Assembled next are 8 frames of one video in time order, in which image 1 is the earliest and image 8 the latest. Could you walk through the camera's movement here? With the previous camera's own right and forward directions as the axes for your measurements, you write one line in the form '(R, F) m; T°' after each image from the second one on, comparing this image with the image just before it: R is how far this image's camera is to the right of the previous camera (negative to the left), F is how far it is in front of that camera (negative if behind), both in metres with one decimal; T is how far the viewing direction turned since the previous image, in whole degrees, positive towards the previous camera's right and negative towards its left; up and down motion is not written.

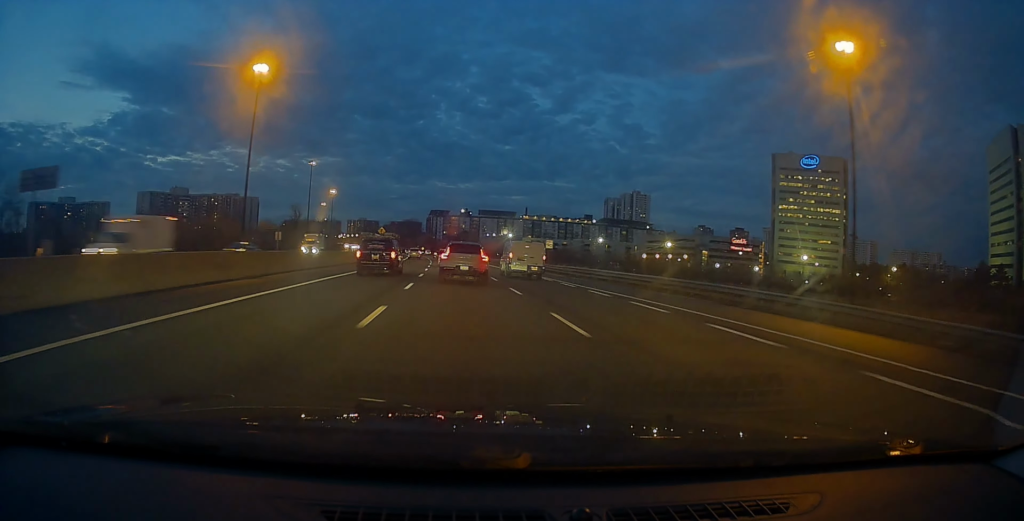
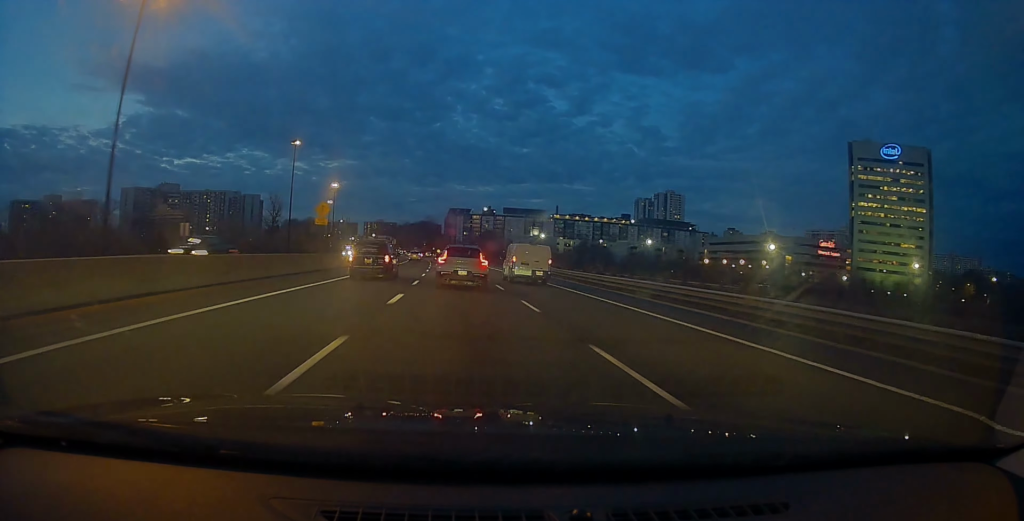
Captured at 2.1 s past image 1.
(-0.8, +48.4) m; -1°
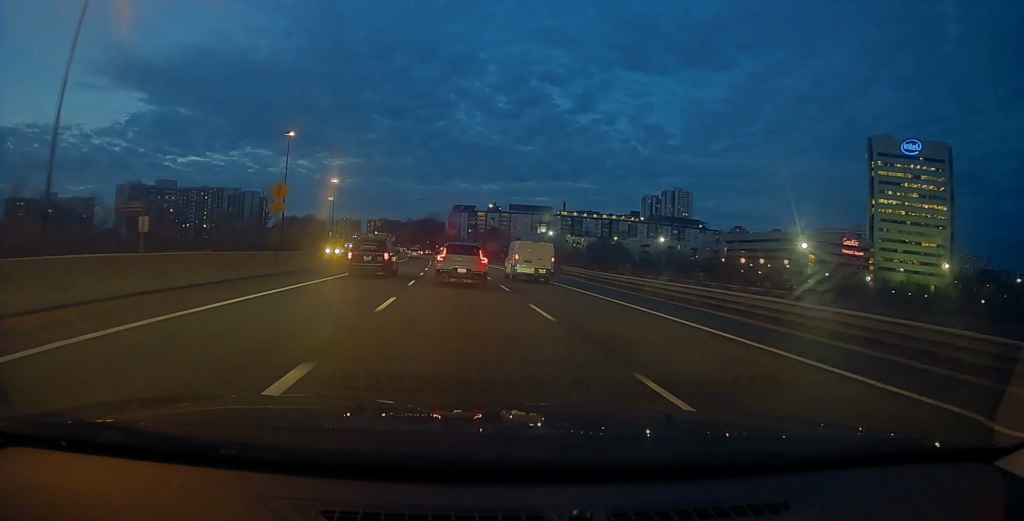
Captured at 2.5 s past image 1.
(0.0, +11.0) m; 0°
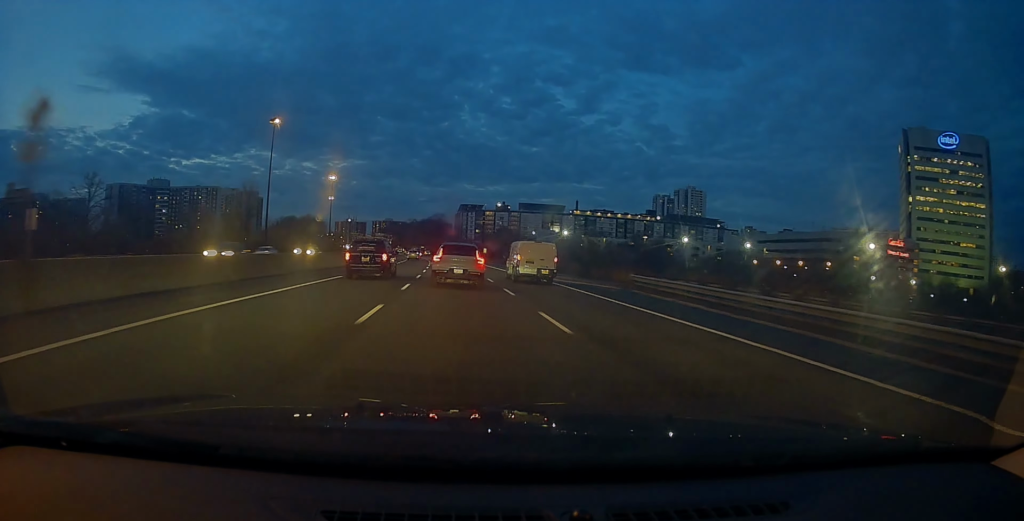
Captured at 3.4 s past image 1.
(0.0, +19.6) m; -1°
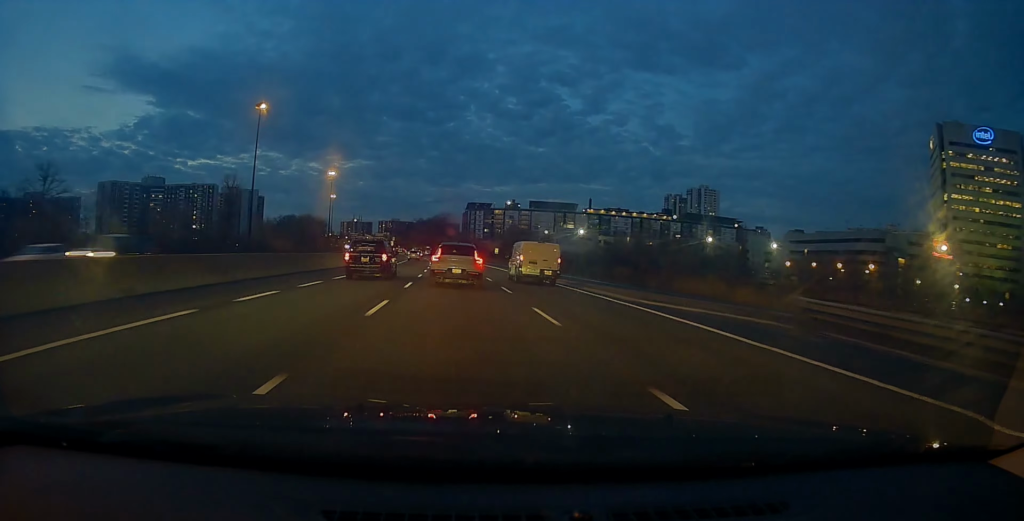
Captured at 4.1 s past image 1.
(0.0, +16.4) m; -1°
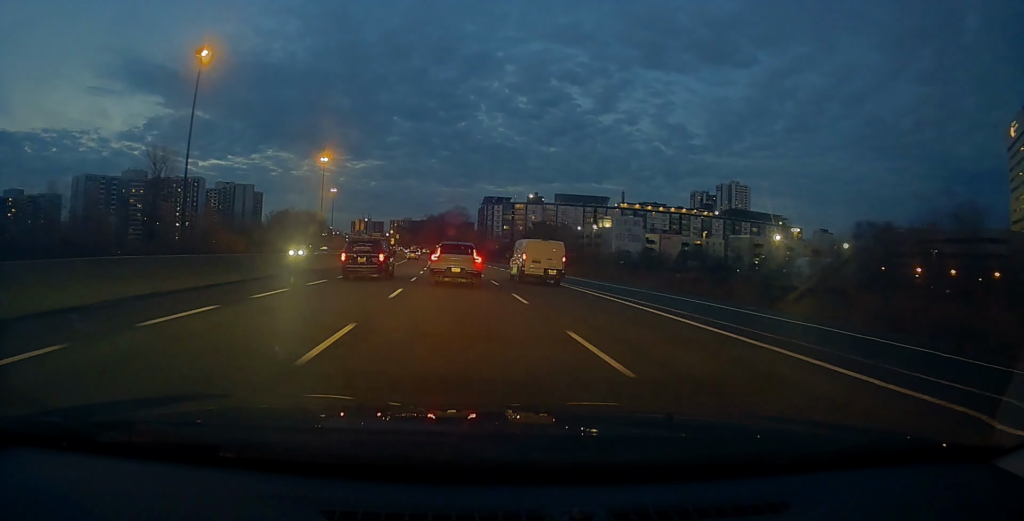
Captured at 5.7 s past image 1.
(-0.4, +39.4) m; -1°
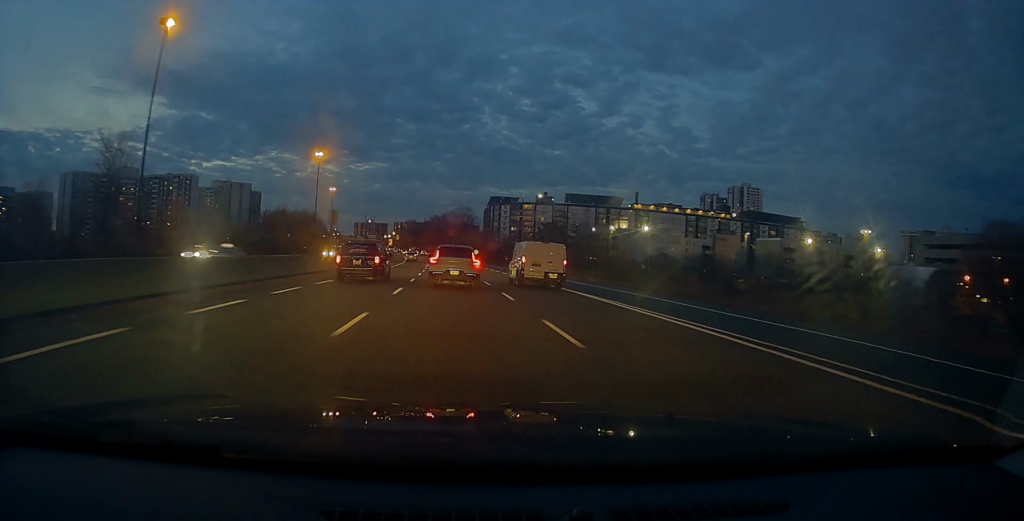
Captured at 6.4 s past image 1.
(-0.1, +15.2) m; -1°
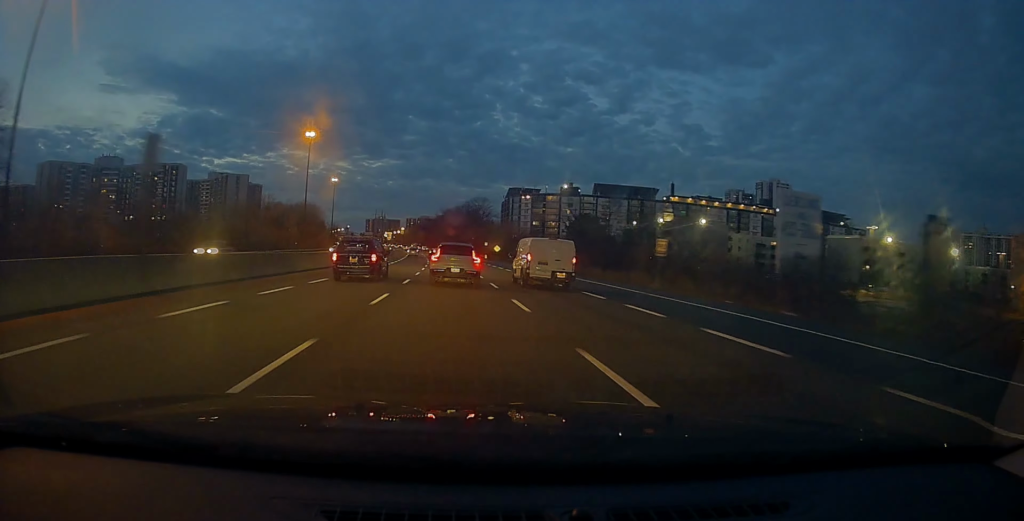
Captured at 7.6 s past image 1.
(-0.6, +29.8) m; -2°
